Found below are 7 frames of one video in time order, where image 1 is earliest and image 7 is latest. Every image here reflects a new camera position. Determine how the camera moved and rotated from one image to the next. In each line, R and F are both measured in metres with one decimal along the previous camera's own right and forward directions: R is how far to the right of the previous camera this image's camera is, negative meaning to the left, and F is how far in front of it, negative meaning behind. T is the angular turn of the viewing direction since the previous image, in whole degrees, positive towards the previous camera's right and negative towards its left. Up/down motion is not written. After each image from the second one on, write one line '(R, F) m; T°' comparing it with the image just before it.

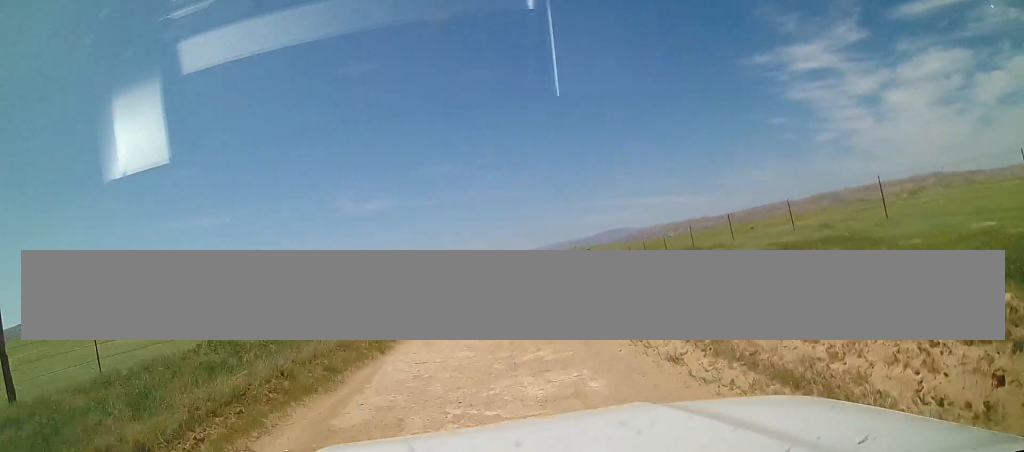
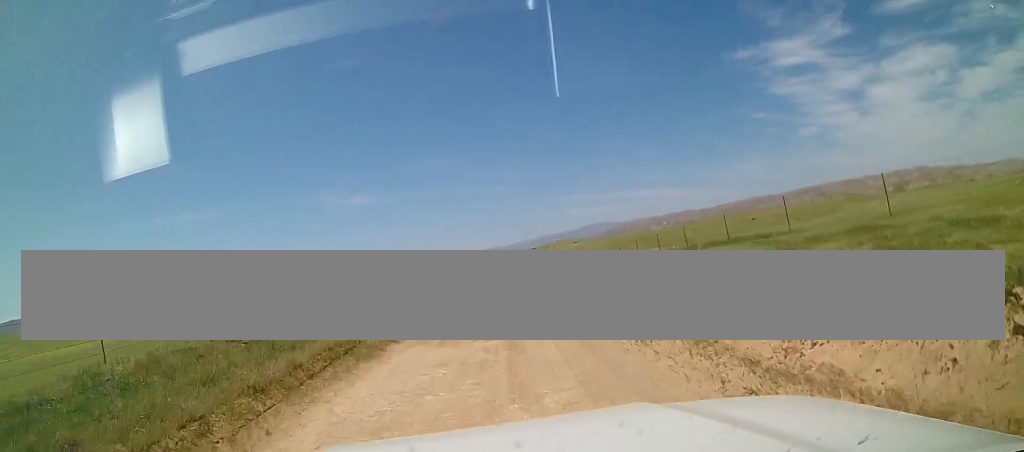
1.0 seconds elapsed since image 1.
(-0.6, +11.9) m; -1°
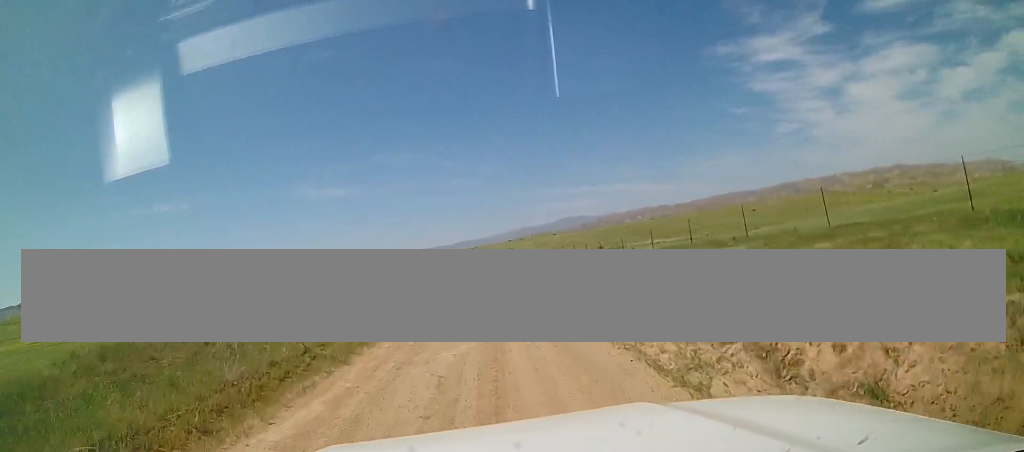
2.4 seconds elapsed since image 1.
(+0.5, +15.0) m; +2°
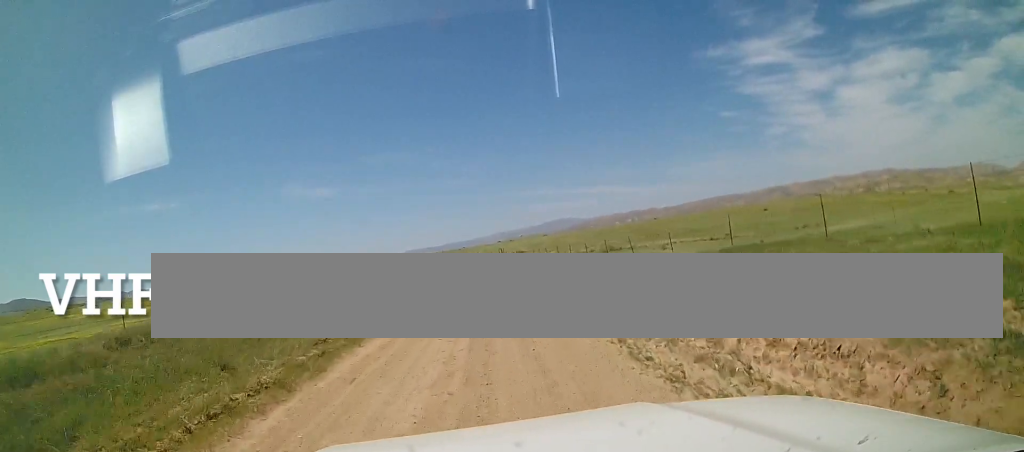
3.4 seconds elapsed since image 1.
(-0.2, +10.9) m; +3°
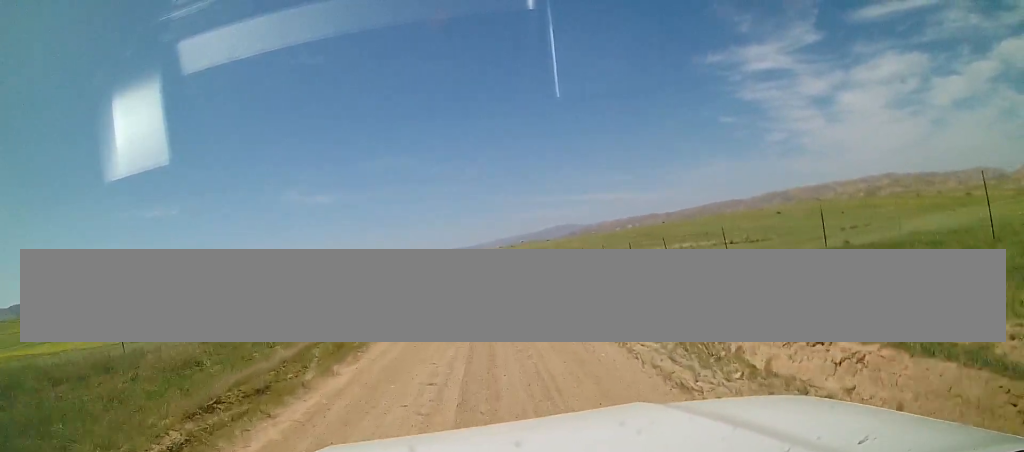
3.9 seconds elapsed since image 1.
(+0.3, +5.4) m; +2°
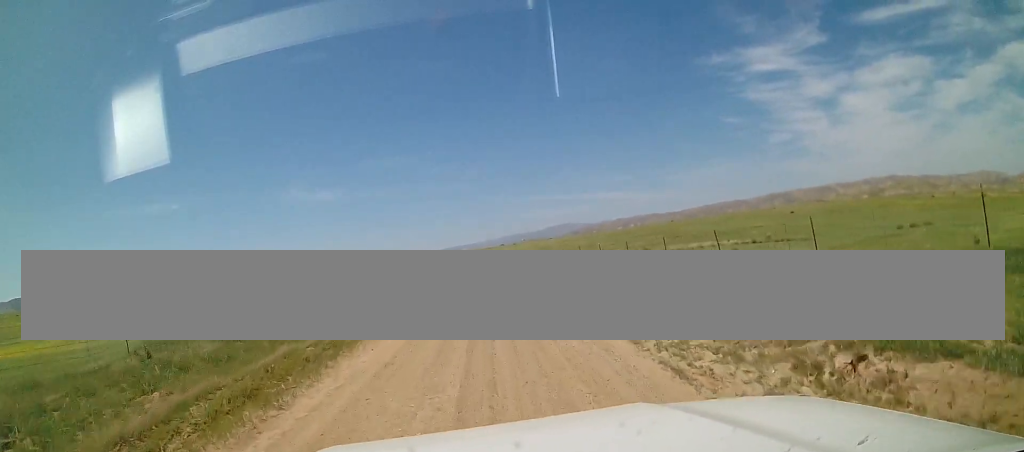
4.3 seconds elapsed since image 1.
(+0.1, +5.1) m; +1°
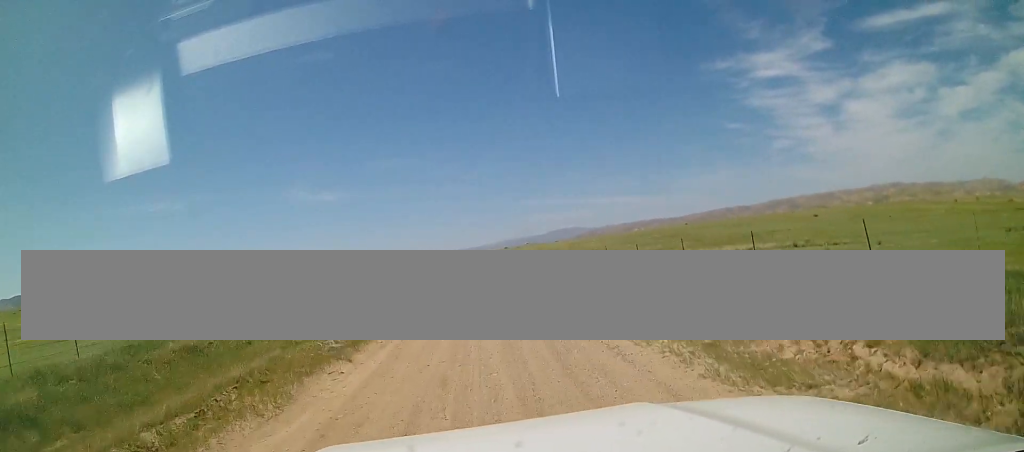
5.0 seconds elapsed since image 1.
(0.0, +7.2) m; -2°
